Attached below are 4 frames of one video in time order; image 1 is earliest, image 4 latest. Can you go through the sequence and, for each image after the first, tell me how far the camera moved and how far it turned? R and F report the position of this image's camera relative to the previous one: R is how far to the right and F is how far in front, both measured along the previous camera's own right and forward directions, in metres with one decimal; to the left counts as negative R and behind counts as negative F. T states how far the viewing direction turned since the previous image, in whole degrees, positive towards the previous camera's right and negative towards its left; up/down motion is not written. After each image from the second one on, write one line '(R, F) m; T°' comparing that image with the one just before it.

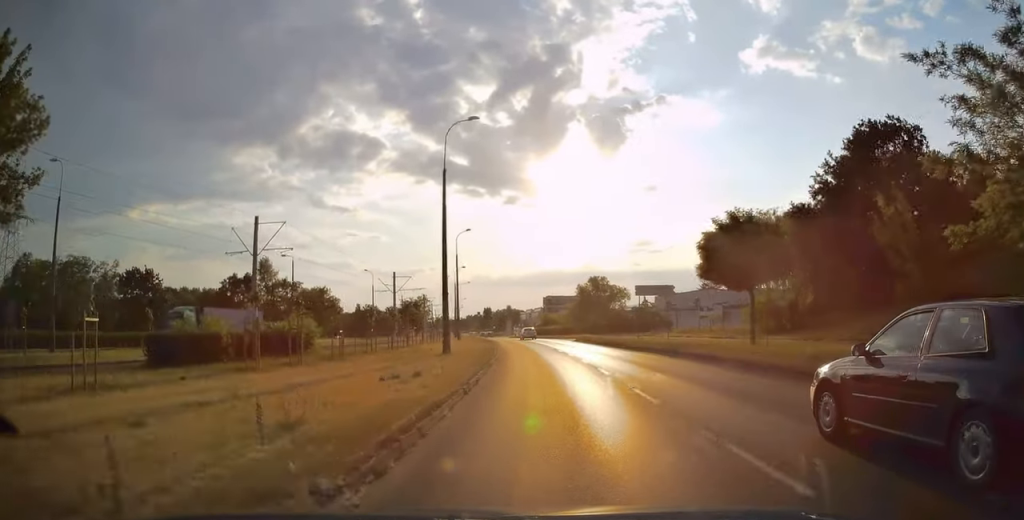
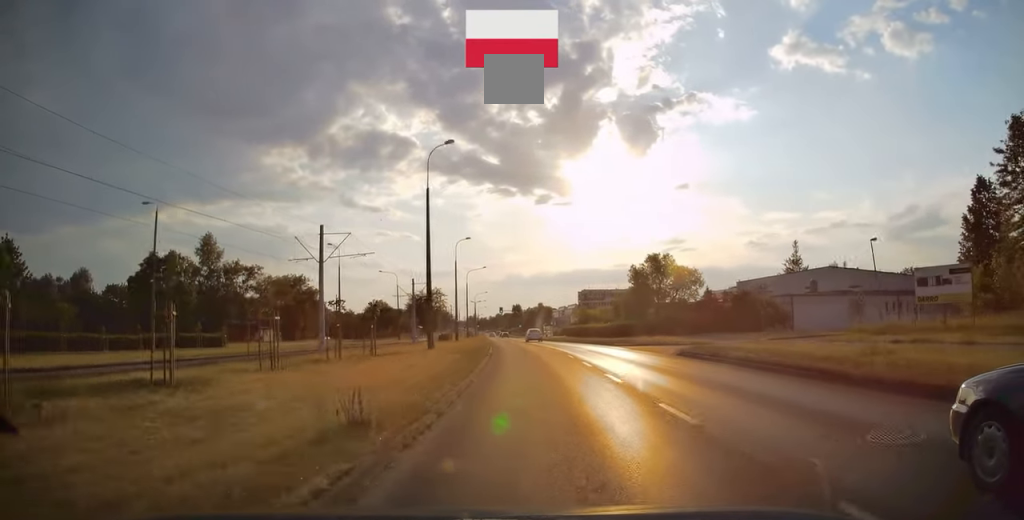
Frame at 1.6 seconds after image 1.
(-0.8, +32.2) m; -3°
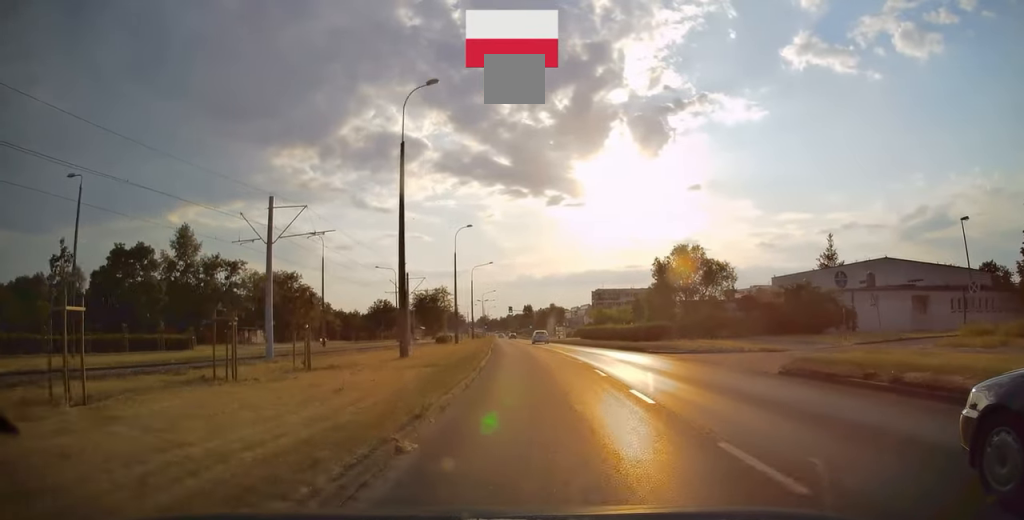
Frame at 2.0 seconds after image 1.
(+0.1, +9.4) m; -1°
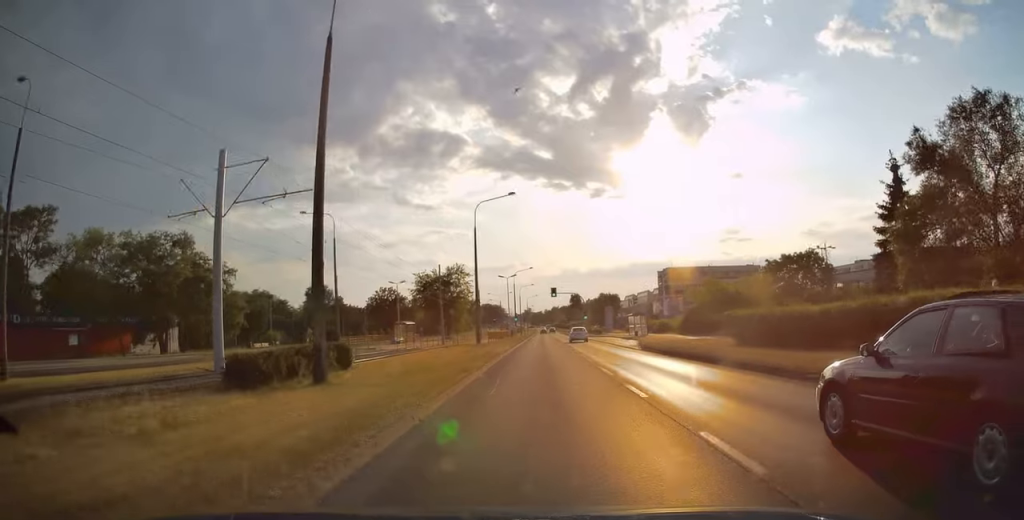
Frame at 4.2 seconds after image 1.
(-2.2, +46.4) m; -4°
